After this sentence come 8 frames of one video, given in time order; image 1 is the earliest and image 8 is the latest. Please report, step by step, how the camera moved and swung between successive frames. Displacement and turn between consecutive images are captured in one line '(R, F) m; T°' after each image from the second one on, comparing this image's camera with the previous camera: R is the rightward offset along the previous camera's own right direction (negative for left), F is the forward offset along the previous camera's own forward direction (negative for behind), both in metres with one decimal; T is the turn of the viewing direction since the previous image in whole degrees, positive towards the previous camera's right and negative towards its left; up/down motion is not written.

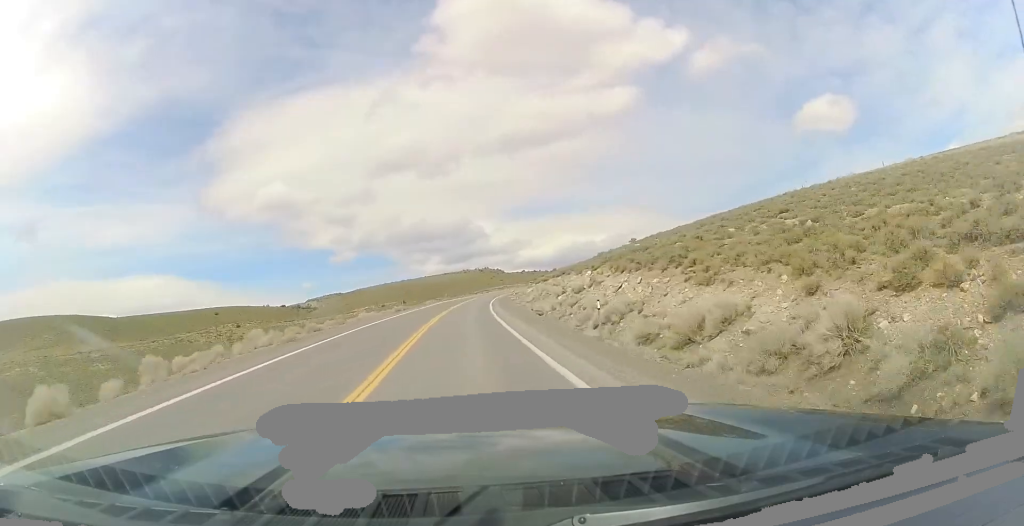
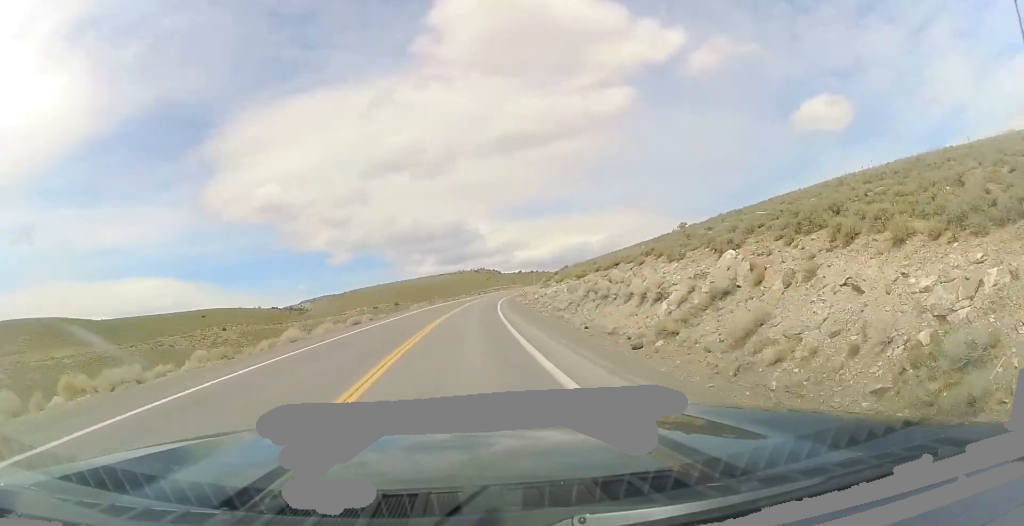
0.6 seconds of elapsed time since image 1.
(0.0, +19.5) m; 0°
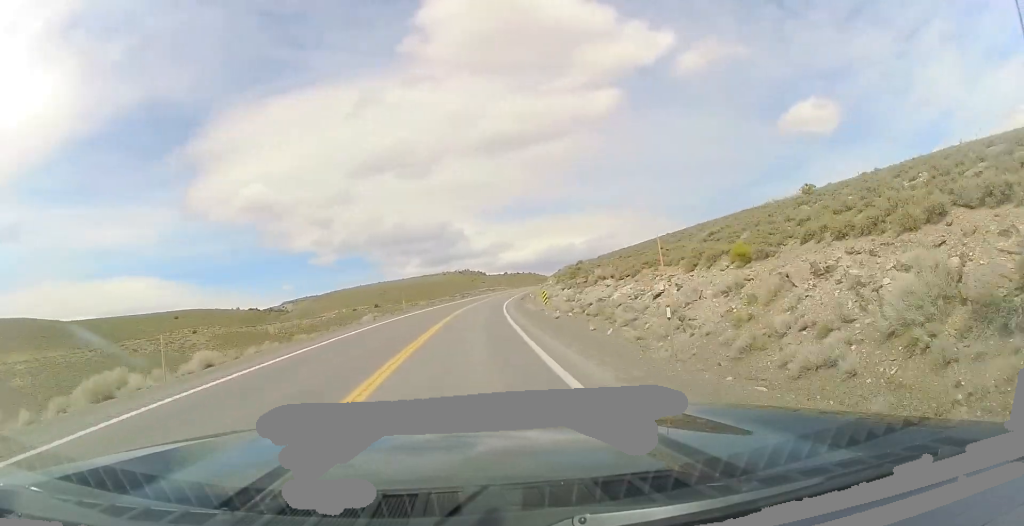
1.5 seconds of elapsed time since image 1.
(+0.1, +25.6) m; +2°
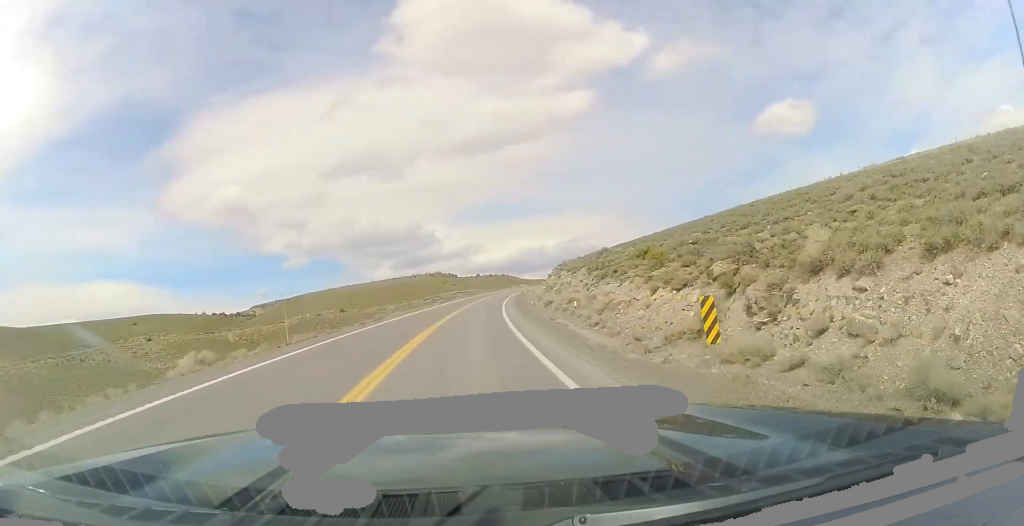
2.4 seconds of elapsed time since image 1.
(+0.7, +28.5) m; +4°
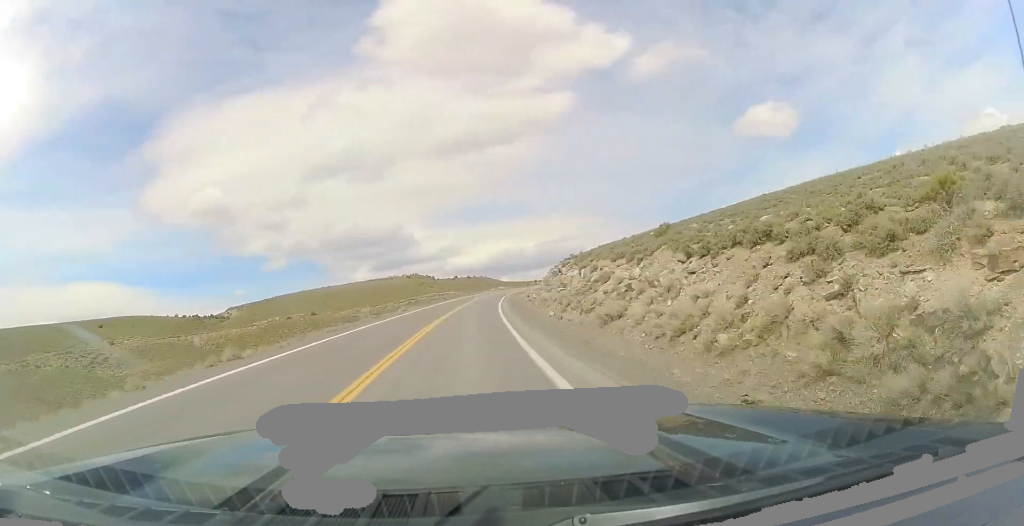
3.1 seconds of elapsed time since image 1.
(+0.8, +22.2) m; +3°
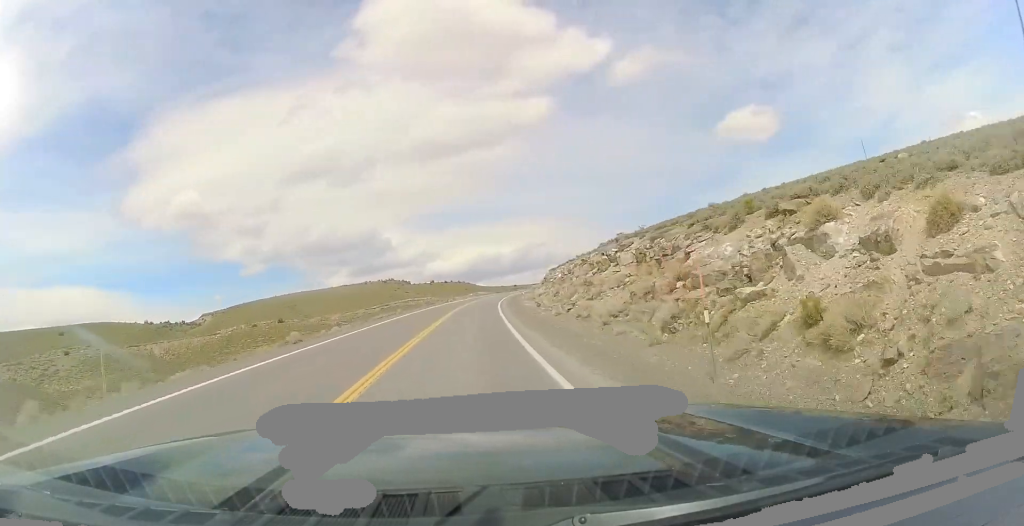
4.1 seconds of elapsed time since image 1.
(+0.8, +28.2) m; +3°
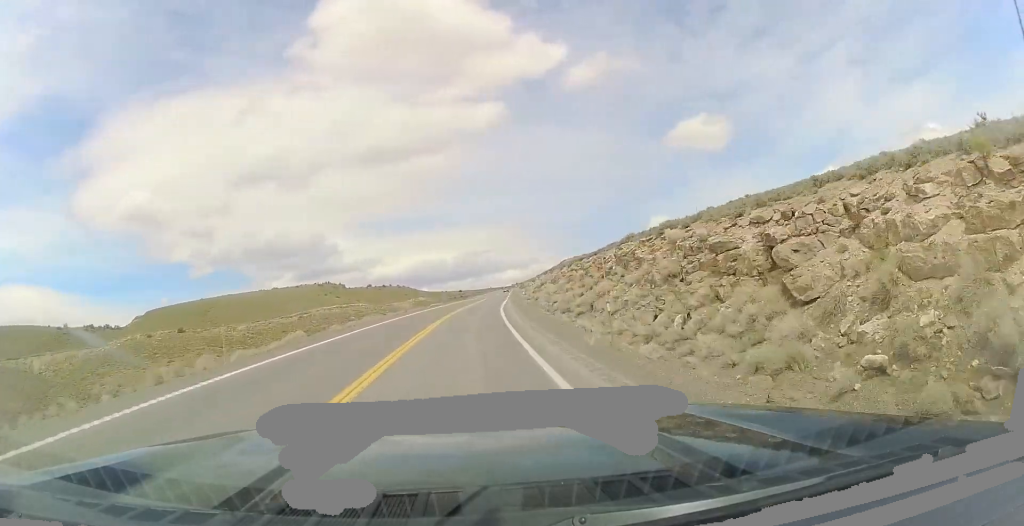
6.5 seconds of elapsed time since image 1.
(+4.7, +74.2) m; +7°
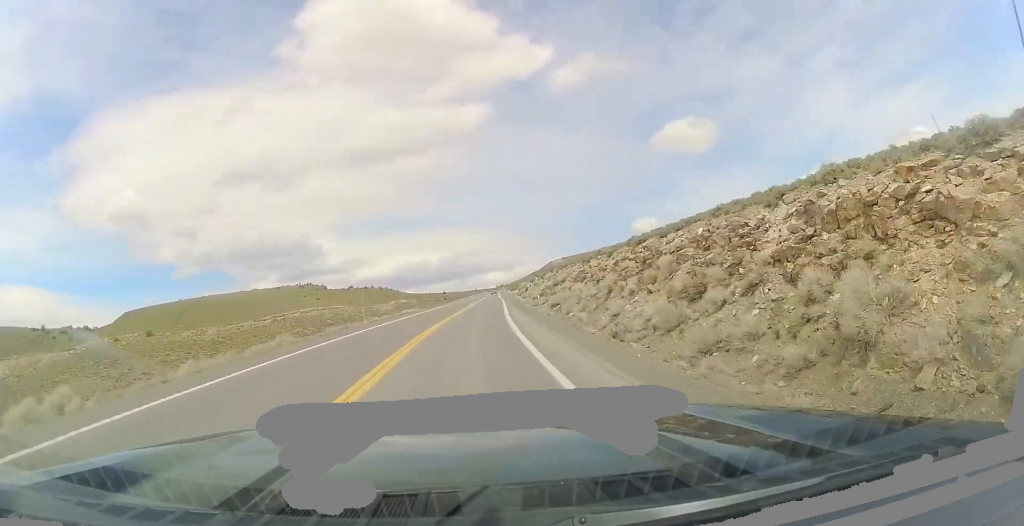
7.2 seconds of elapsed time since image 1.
(+0.6, +20.1) m; +2°
